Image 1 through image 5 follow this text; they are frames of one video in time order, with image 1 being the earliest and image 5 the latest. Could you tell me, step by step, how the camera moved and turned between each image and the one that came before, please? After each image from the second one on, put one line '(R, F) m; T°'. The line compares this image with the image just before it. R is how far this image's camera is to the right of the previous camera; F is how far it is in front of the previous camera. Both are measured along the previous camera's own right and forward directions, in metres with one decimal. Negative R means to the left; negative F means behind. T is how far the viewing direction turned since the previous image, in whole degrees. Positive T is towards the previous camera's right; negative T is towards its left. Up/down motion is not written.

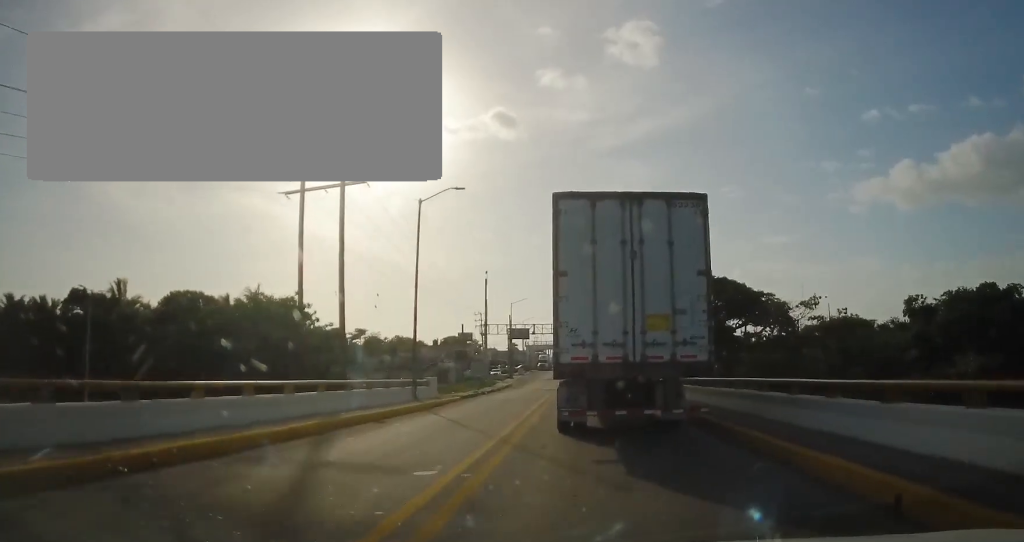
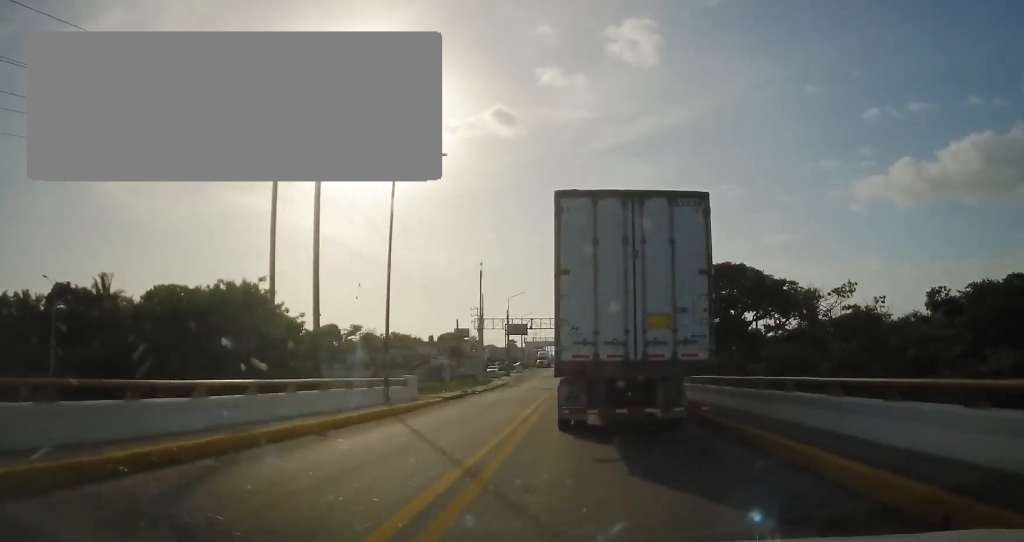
(+0.1, +4.1) m; 0°
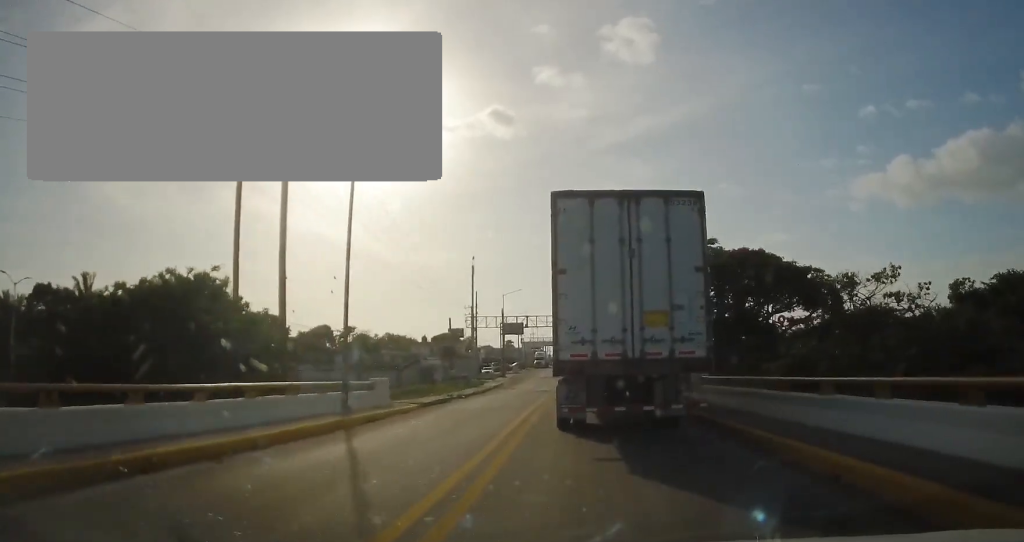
(-0.1, +4.1) m; -1°
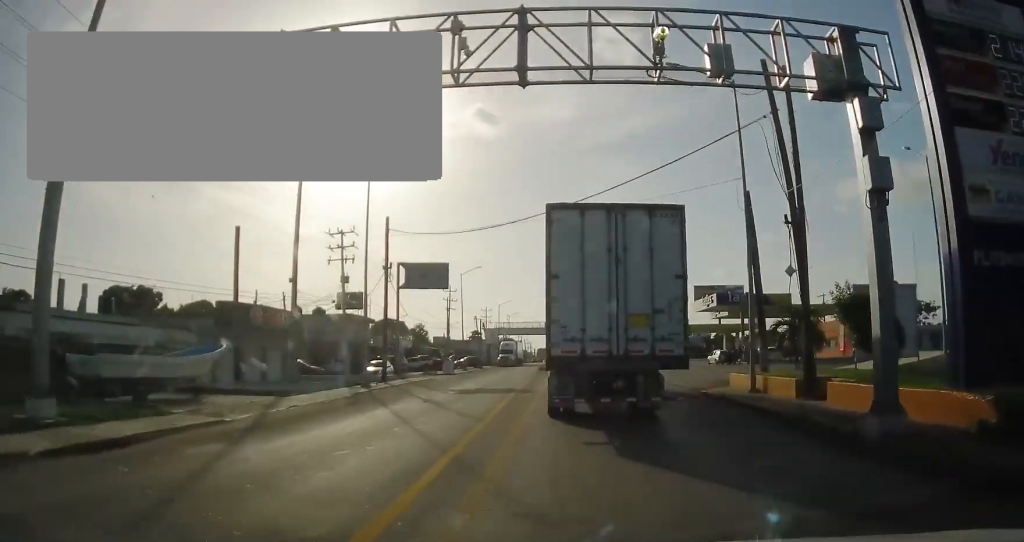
(-0.1, +52.6) m; 0°
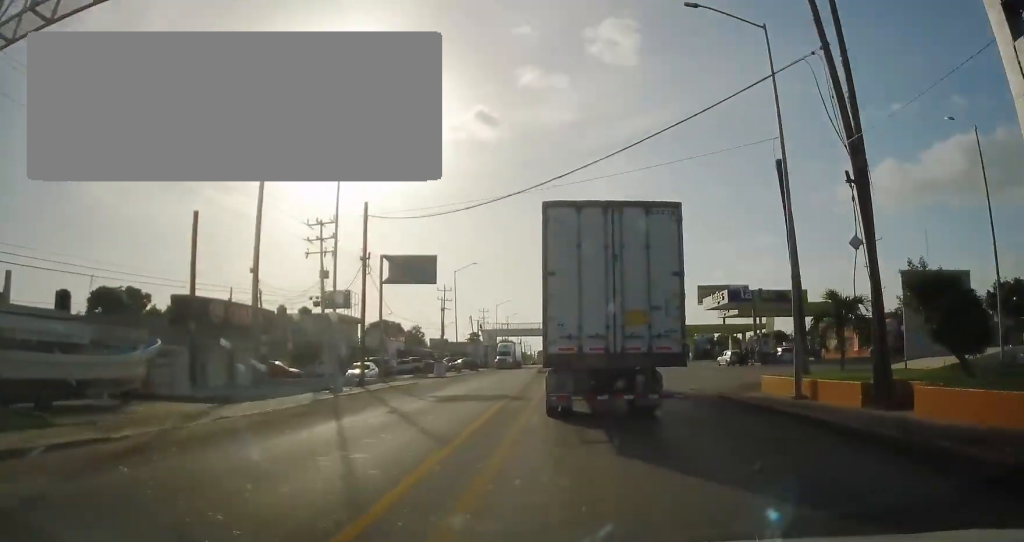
(-0.1, +3.9) m; +1°
